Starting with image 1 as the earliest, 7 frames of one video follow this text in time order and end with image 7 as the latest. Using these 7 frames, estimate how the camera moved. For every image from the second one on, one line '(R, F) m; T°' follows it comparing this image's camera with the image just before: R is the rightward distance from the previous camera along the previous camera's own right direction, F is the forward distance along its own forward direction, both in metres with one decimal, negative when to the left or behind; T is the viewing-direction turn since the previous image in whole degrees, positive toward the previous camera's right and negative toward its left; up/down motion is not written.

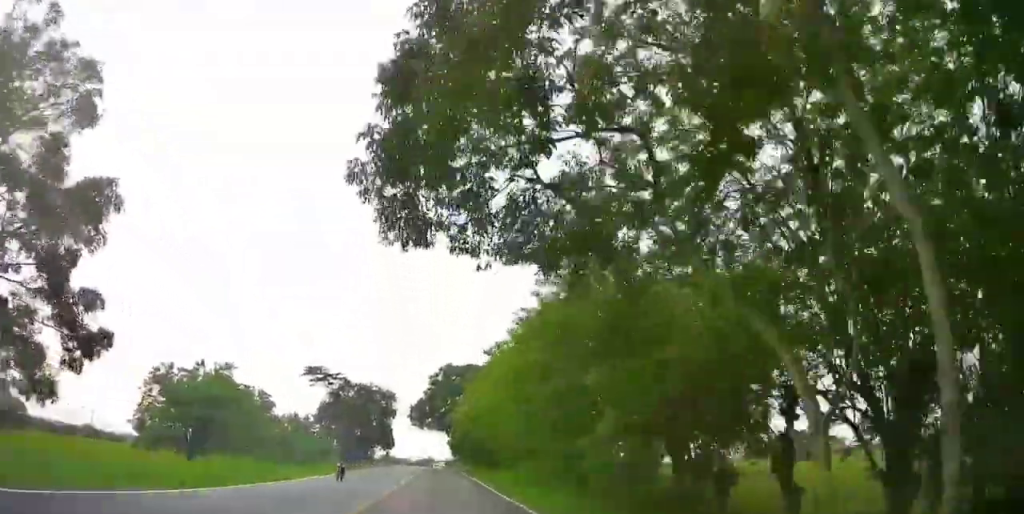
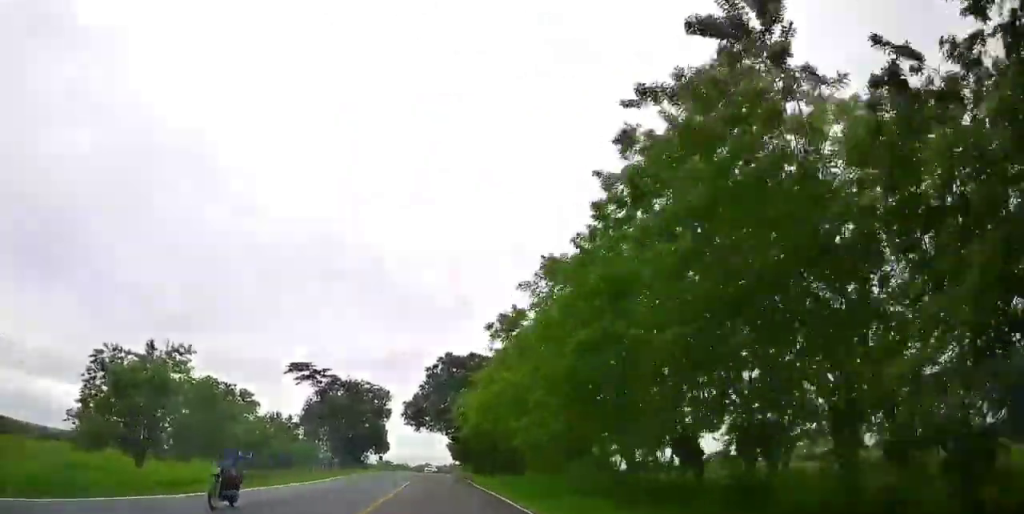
(-0.1, +9.2) m; -1°
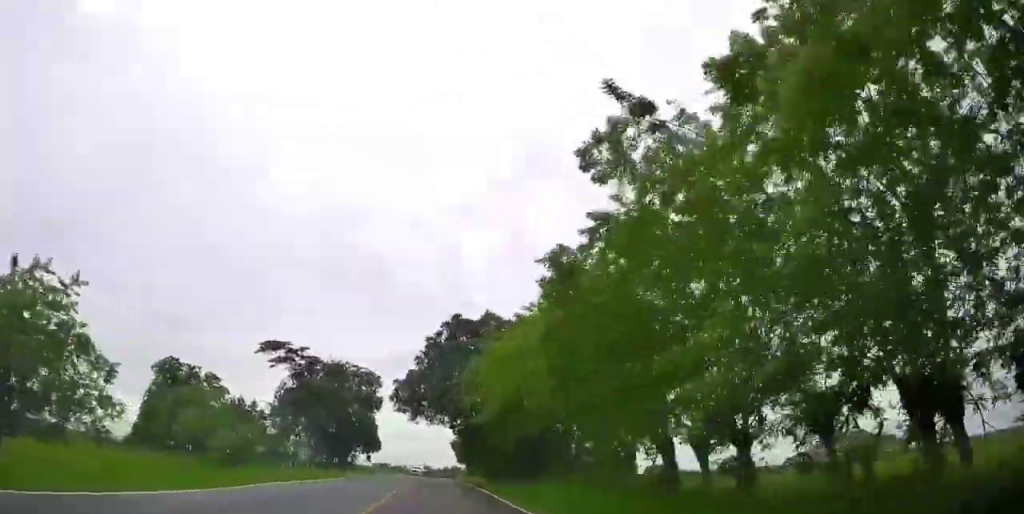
(-0.1, +16.4) m; 0°
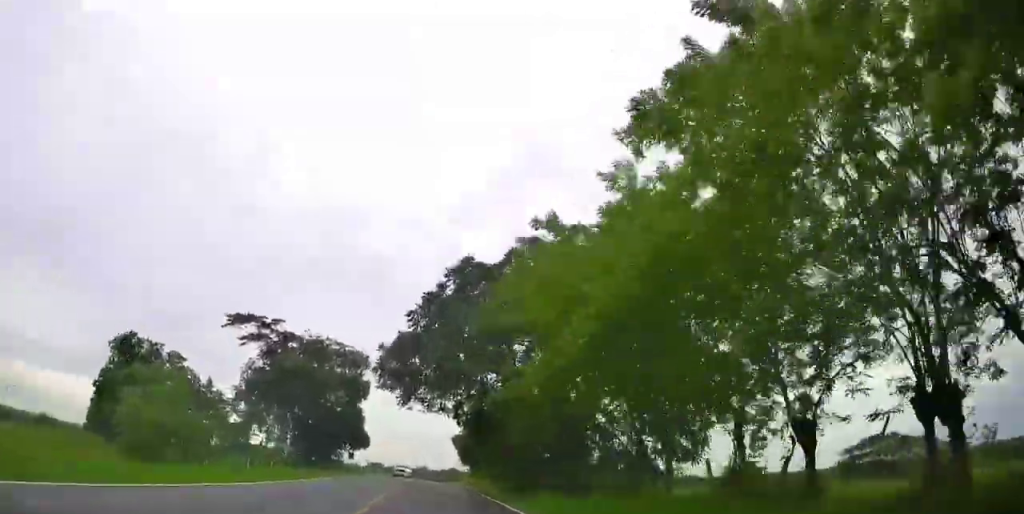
(0.0, +12.6) m; 0°
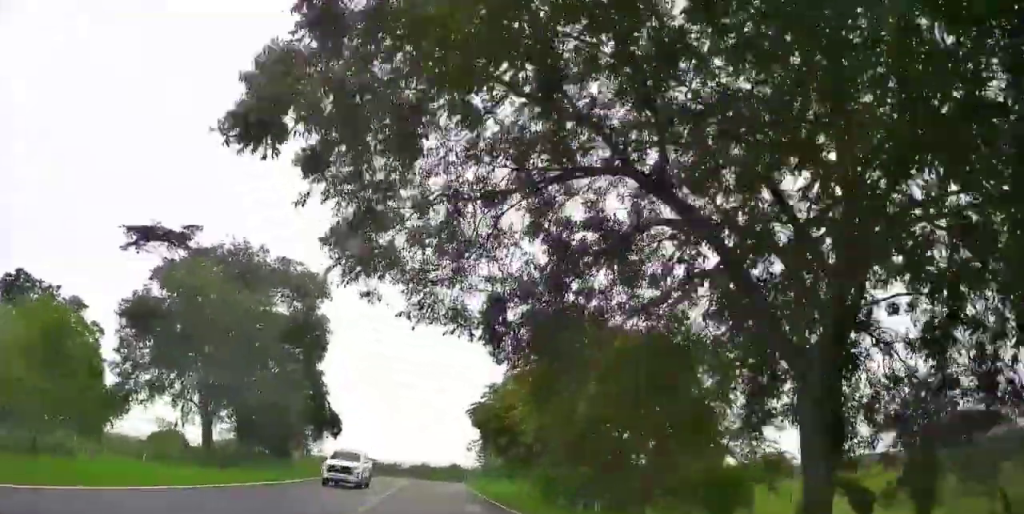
(0.0, +23.5) m; 0°
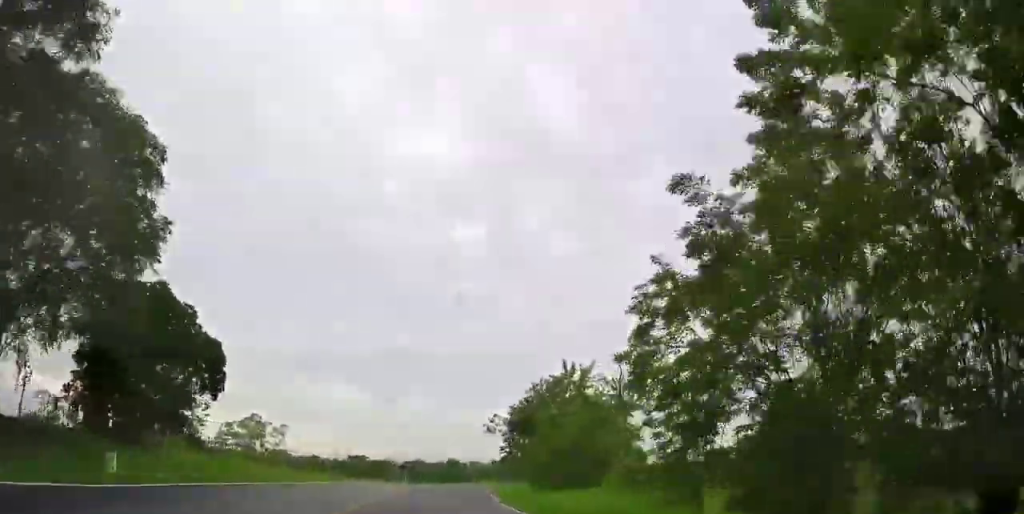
(0.0, +29.0) m; +1°
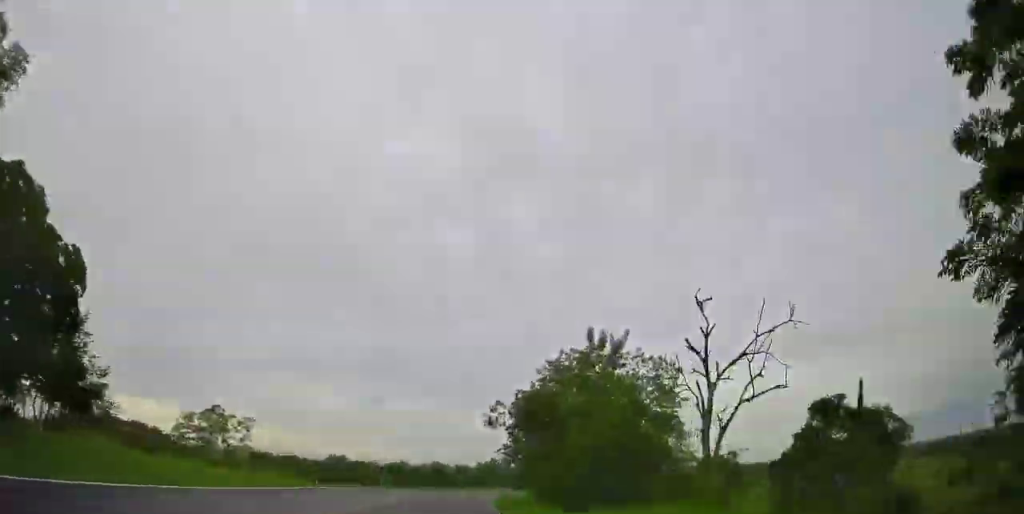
(+0.2, +10.0) m; +1°
